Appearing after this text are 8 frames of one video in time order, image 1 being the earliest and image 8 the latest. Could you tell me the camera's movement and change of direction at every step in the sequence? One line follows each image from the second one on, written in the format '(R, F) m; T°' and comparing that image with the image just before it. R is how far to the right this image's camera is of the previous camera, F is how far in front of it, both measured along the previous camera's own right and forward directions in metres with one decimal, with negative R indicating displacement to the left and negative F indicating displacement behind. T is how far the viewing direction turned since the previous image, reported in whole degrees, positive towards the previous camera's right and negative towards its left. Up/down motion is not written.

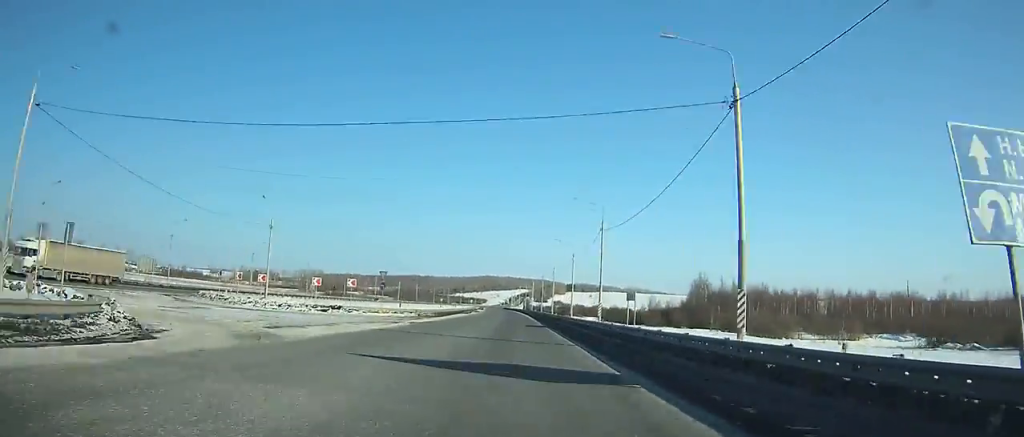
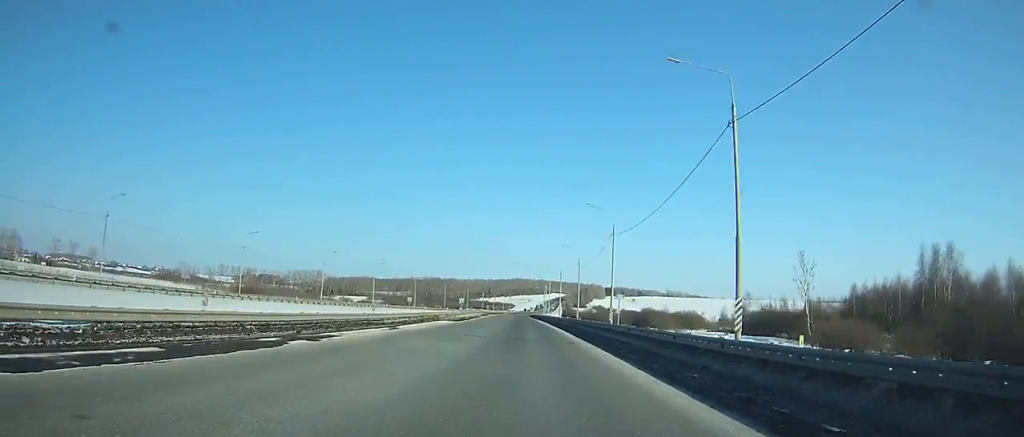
(-2.6, +117.8) m; -2°
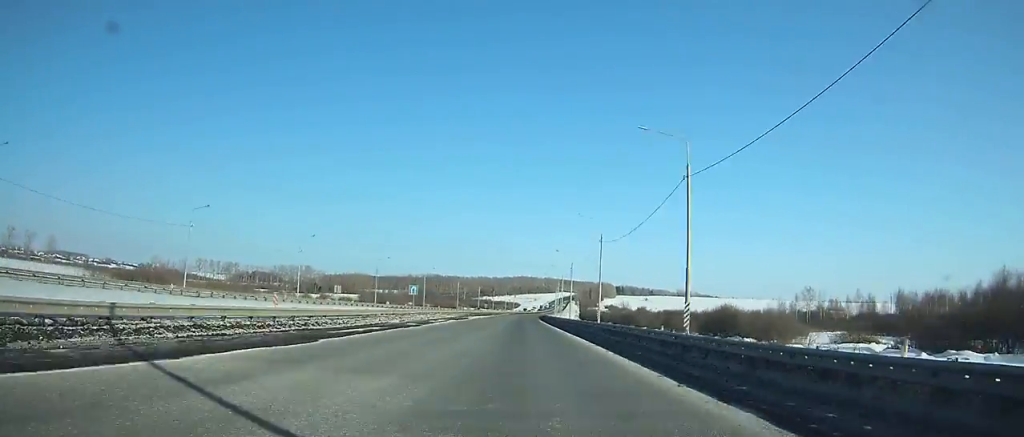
(-0.5, +52.4) m; -1°
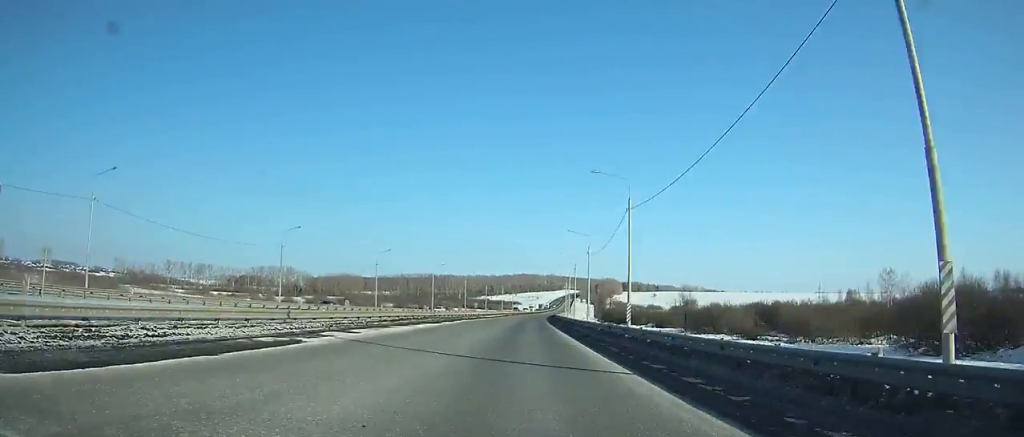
(-0.1, +50.1) m; 0°
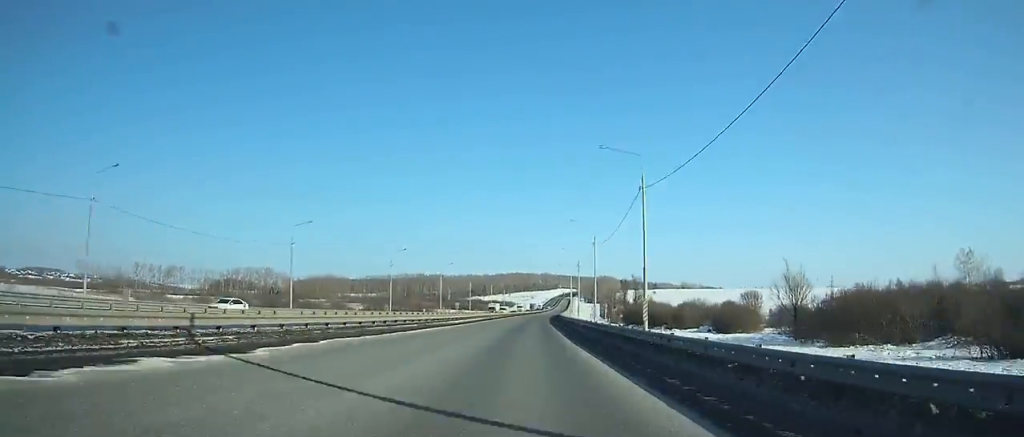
(-0.3, +36.2) m; 0°
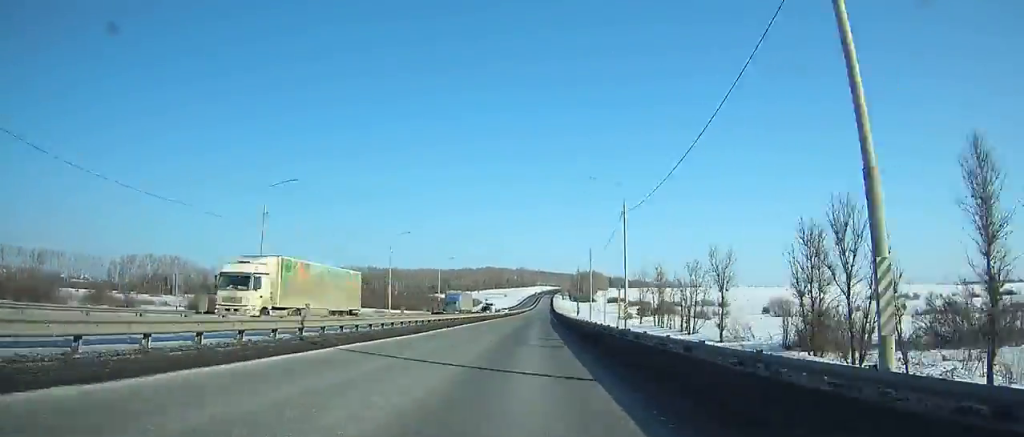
(+2.5, +112.9) m; +2°
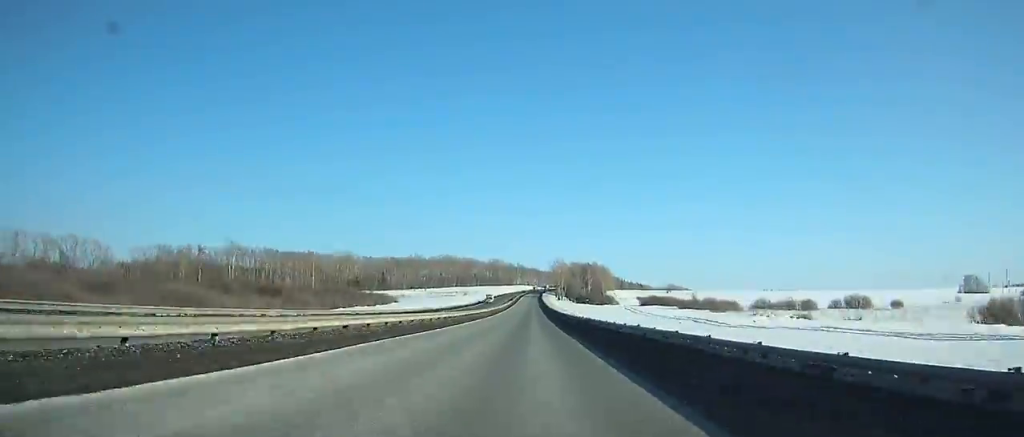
(+4.4, +188.6) m; +2°
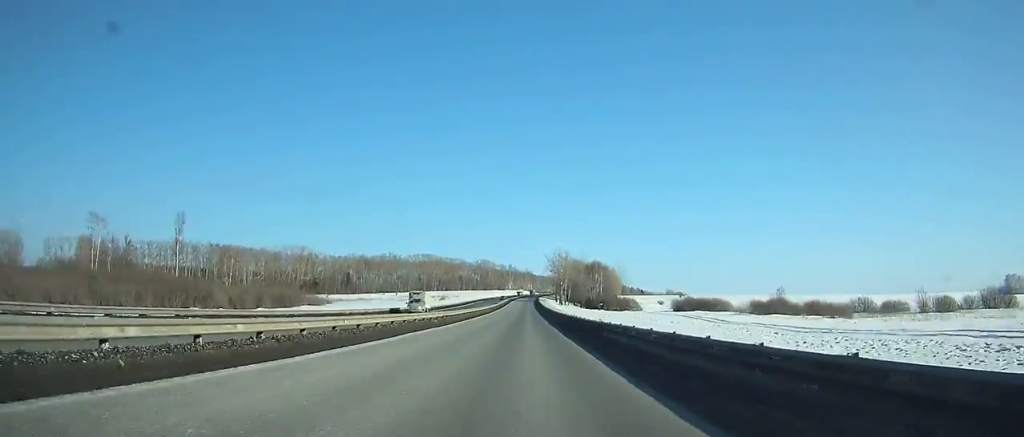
(-0.1, +62.6) m; 0°
